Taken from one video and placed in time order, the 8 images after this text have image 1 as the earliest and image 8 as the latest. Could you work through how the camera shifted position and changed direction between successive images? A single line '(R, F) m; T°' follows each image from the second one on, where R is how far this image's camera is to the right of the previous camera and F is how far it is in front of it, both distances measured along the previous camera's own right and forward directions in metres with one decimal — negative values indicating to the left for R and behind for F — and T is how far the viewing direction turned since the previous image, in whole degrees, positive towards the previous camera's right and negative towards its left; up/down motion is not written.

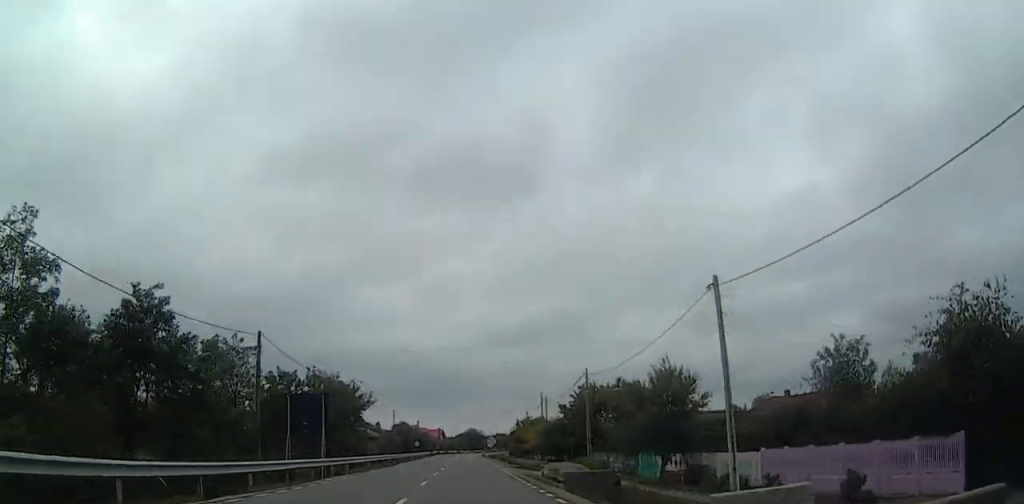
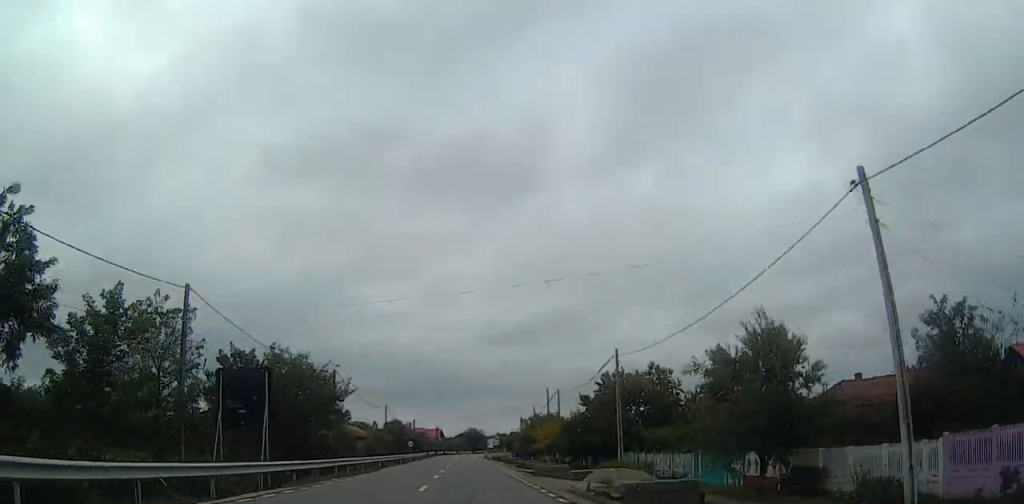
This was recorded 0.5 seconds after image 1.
(0.0, +11.3) m; 0°
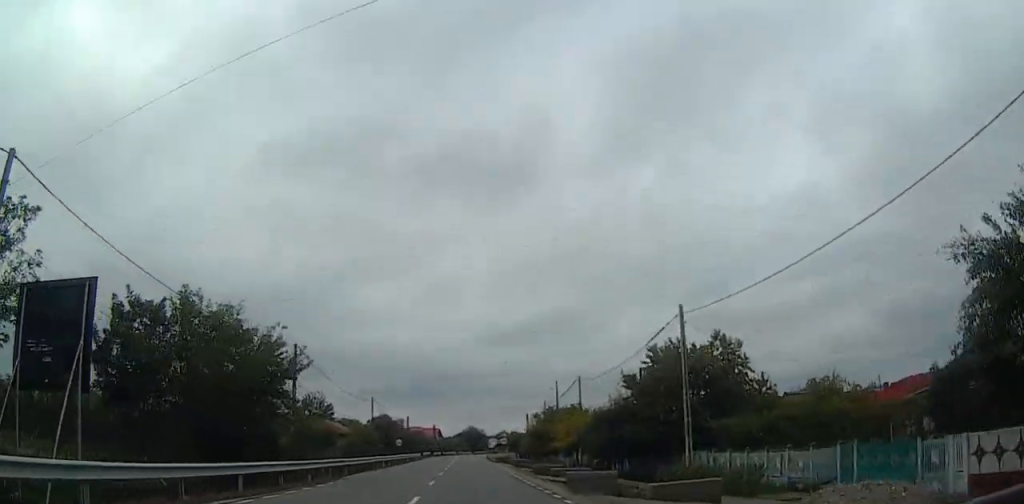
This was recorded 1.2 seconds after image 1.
(0.0, +14.1) m; 0°
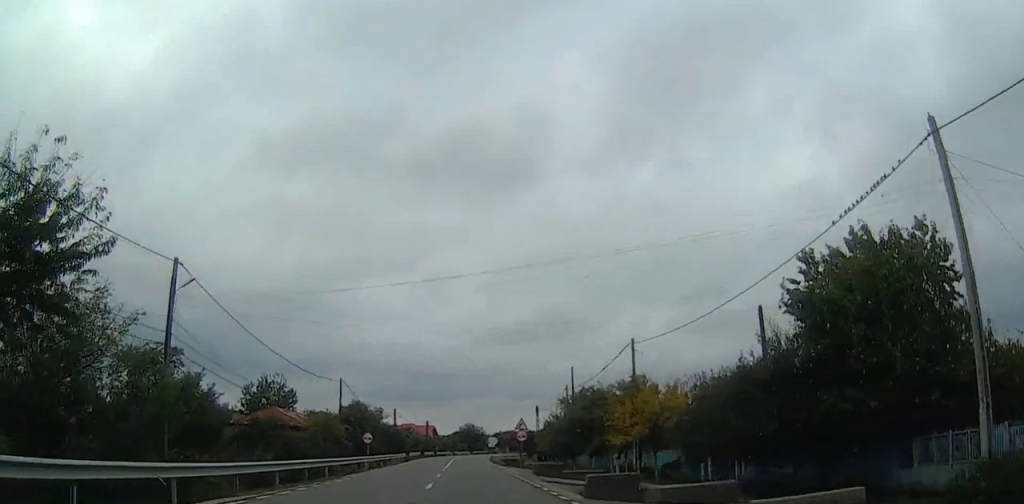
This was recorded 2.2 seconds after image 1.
(-0.1, +20.4) m; 0°
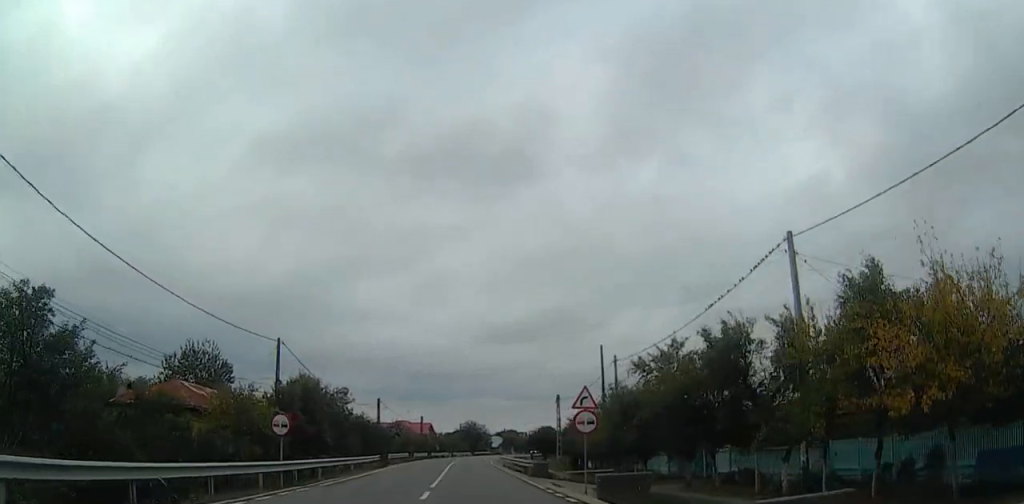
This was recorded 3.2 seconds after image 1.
(+0.1, +21.8) m; 0°
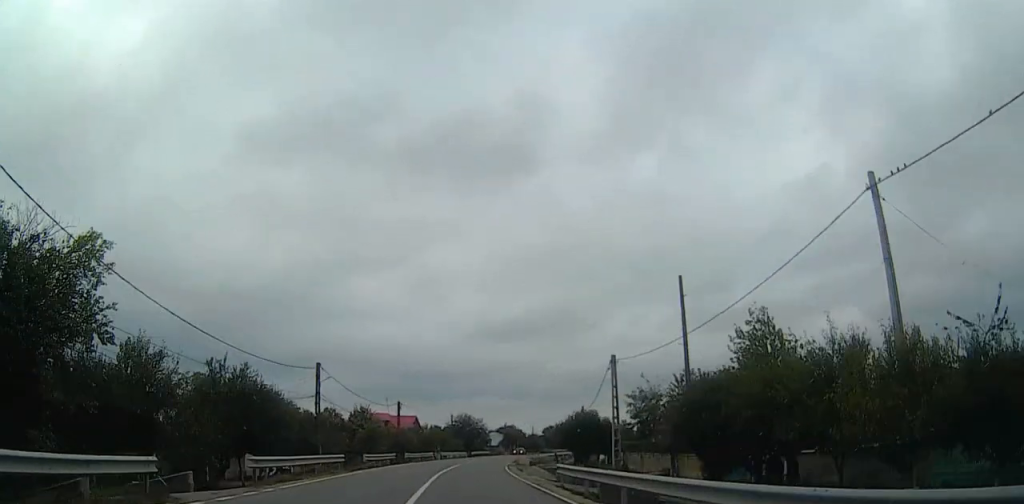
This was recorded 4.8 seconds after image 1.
(+0.2, +33.1) m; +1°
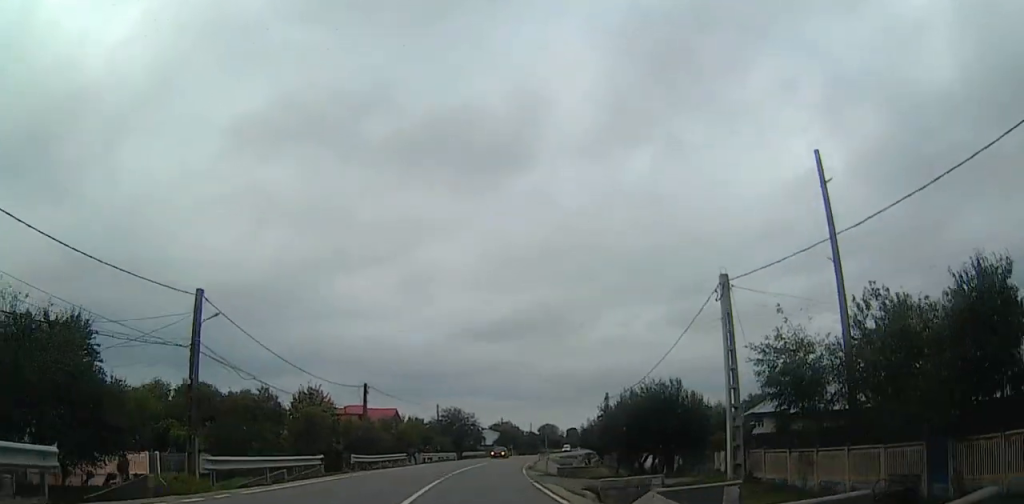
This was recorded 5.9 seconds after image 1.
(+0.1, +24.1) m; +1°
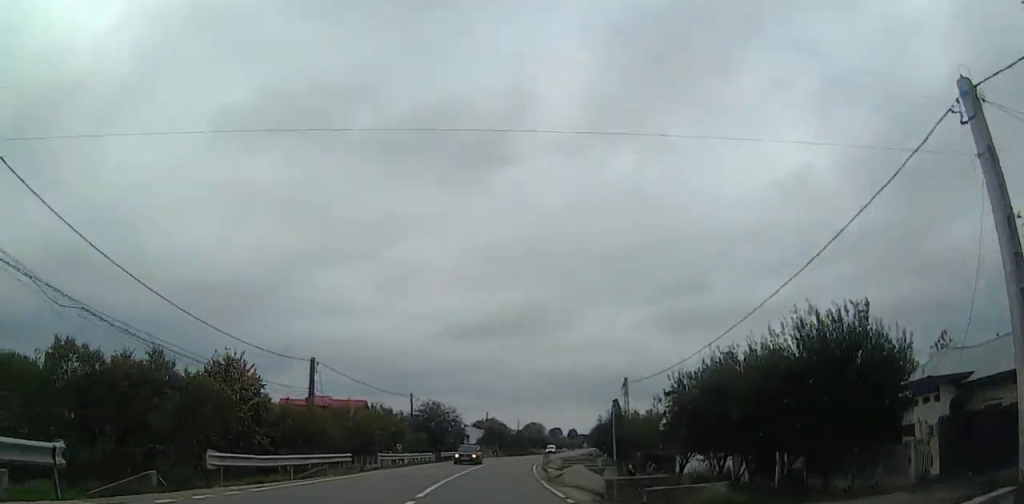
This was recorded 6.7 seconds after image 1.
(+0.3, +17.2) m; +2°
